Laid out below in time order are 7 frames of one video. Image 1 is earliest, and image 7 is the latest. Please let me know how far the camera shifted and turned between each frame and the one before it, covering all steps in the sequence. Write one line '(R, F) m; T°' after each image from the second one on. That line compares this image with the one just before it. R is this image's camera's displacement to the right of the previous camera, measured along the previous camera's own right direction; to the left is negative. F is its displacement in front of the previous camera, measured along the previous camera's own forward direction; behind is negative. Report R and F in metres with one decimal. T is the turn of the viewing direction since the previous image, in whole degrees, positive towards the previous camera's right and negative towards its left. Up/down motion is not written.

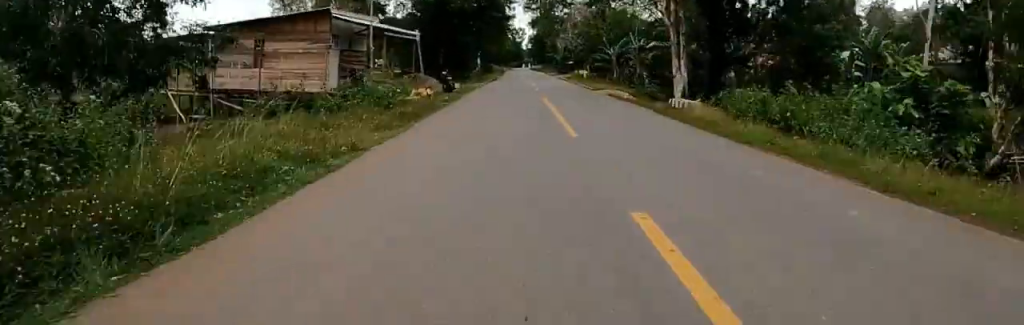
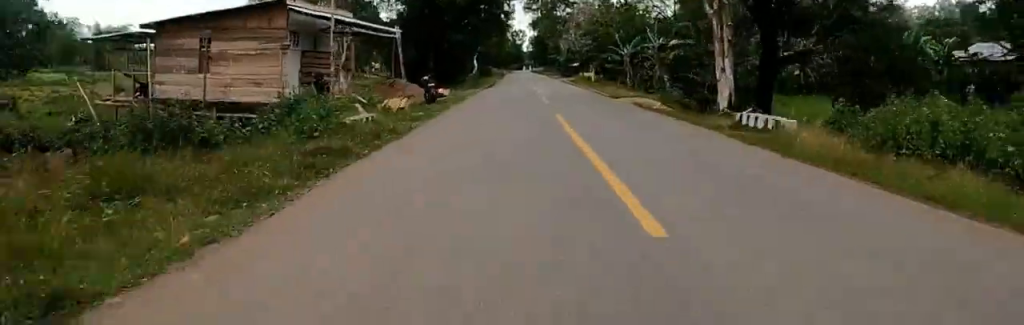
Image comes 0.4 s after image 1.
(-0.1, +5.6) m; 0°
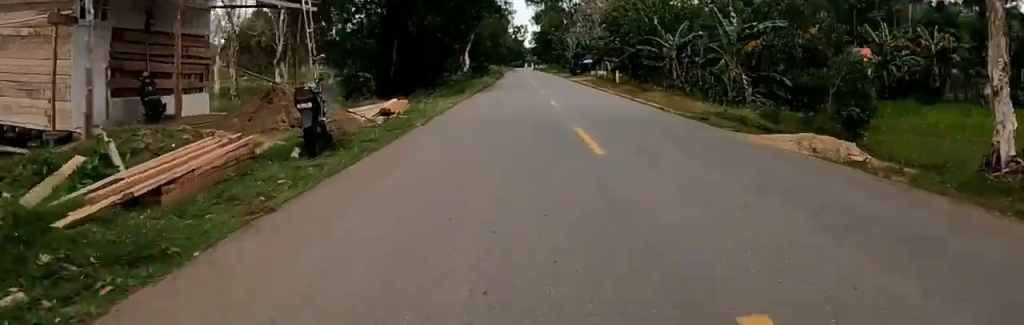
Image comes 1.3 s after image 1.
(-0.1, +11.7) m; 0°
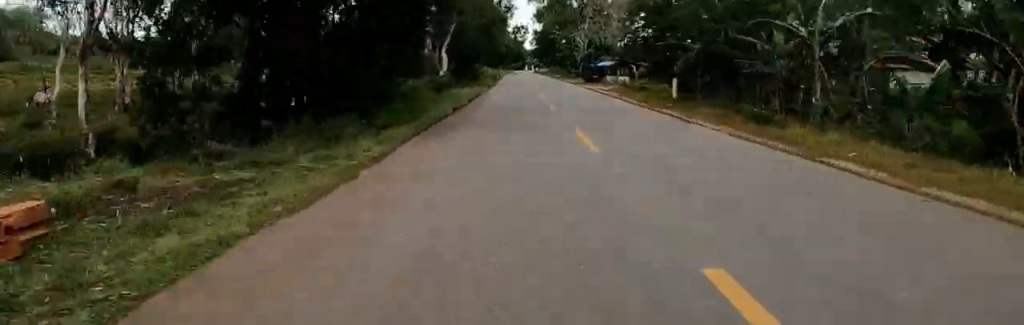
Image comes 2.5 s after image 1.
(0.0, +14.9) m; 0°
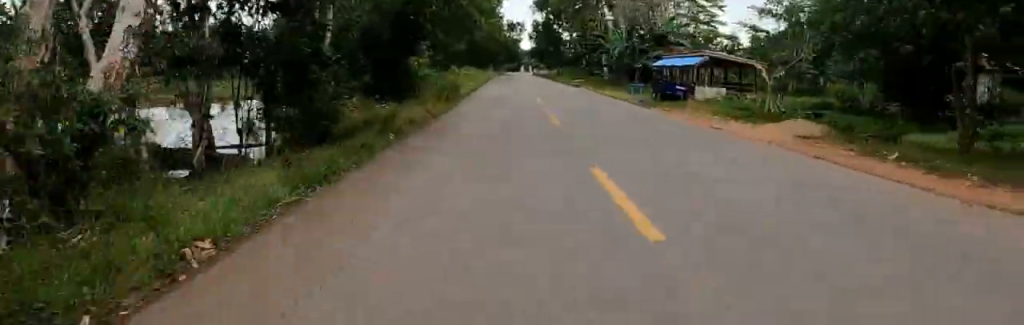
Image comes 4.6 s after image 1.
(0.0, +27.4) m; 0°
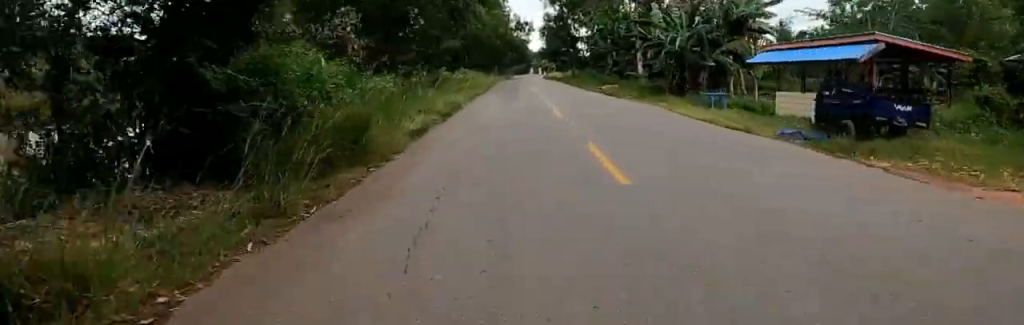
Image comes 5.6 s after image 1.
(0.0, +14.2) m; 0°
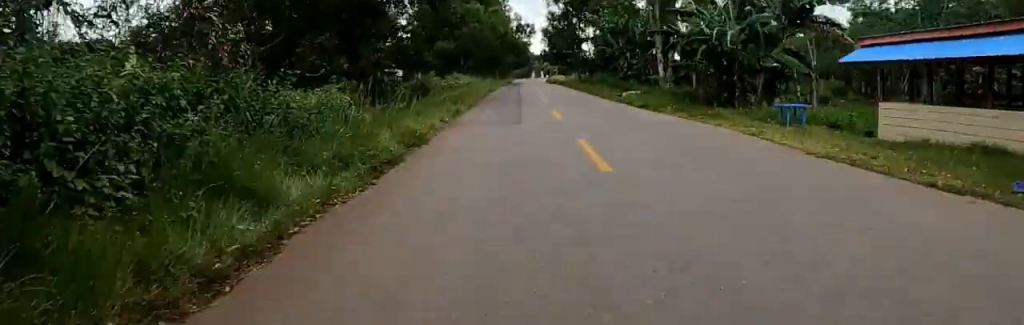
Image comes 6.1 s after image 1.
(0.0, +6.7) m; 0°
